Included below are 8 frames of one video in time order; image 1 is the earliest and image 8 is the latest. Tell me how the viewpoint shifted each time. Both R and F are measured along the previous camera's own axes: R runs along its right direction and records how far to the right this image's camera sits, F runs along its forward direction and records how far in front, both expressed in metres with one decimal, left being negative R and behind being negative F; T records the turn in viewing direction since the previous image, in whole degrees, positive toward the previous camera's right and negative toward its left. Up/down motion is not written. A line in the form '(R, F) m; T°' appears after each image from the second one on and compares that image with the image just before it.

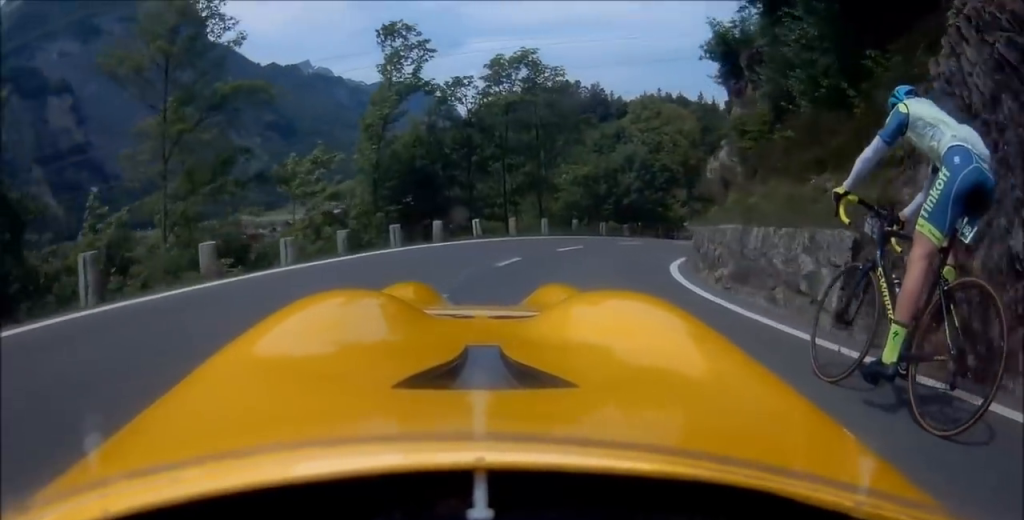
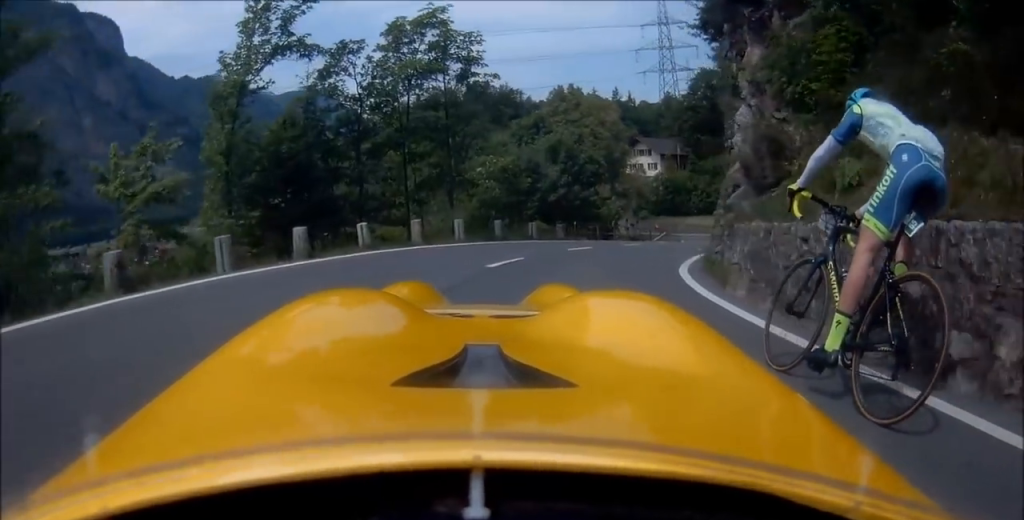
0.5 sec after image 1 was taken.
(0.0, +7.0) m; +4°
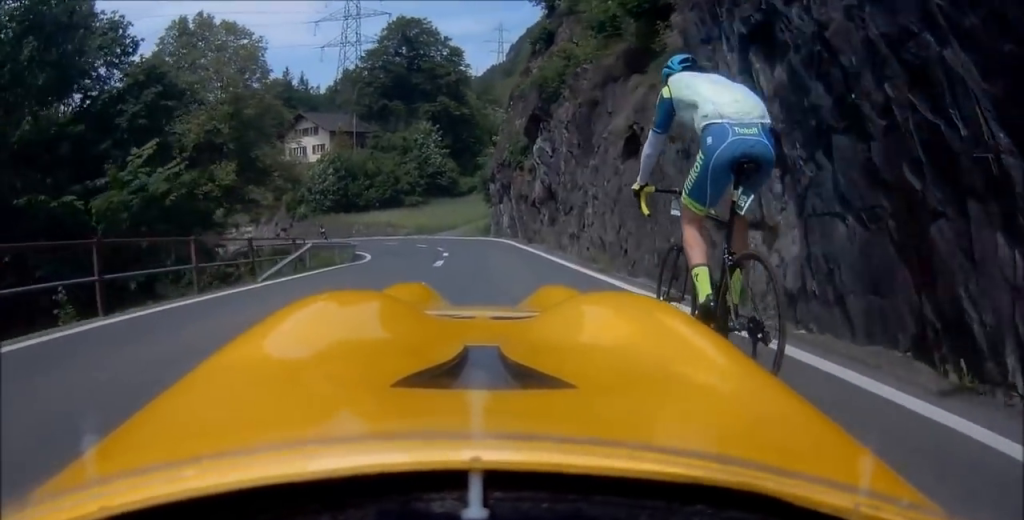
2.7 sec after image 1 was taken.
(+6.8, +30.1) m; +18°
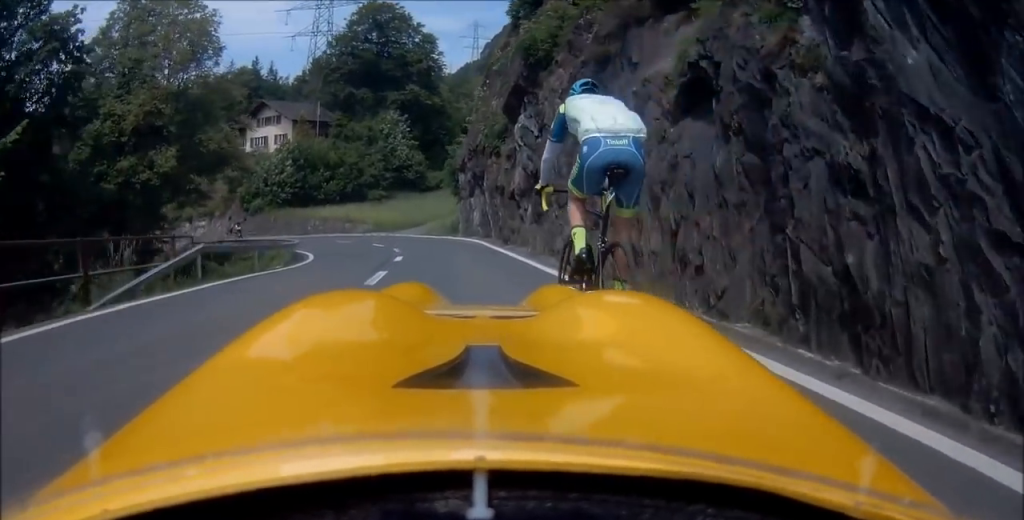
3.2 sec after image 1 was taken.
(+0.2, +5.6) m; -2°
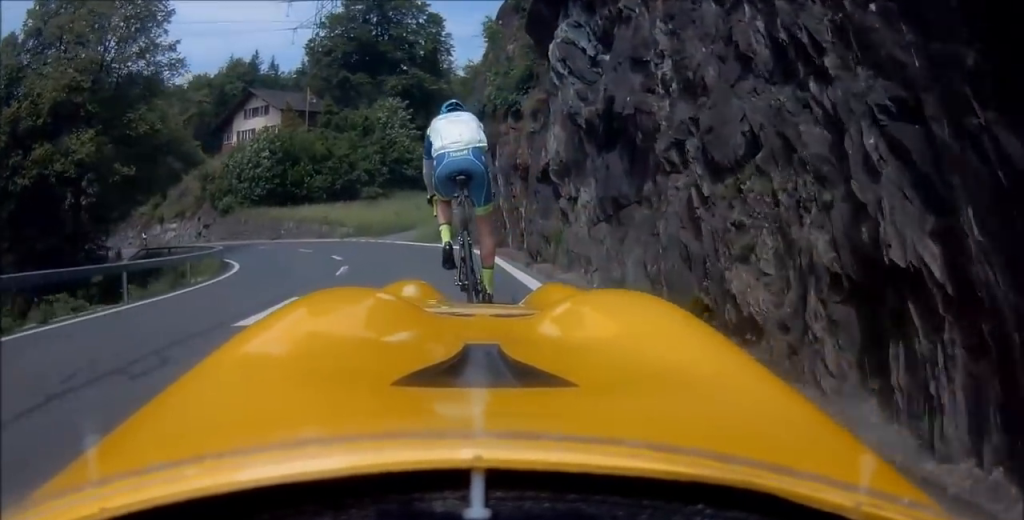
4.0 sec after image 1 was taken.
(-0.6, +10.3) m; -6°
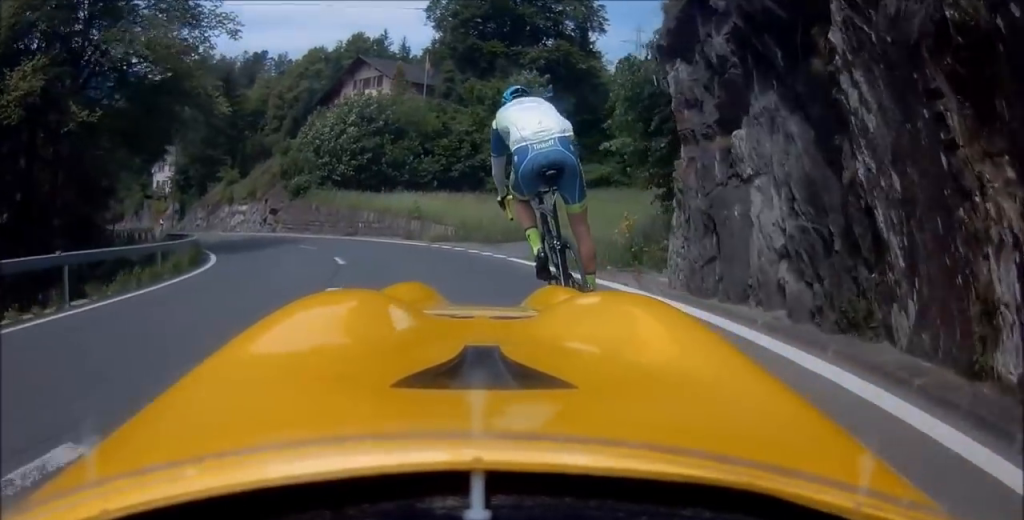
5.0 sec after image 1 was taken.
(-0.9, +12.2) m; -8°
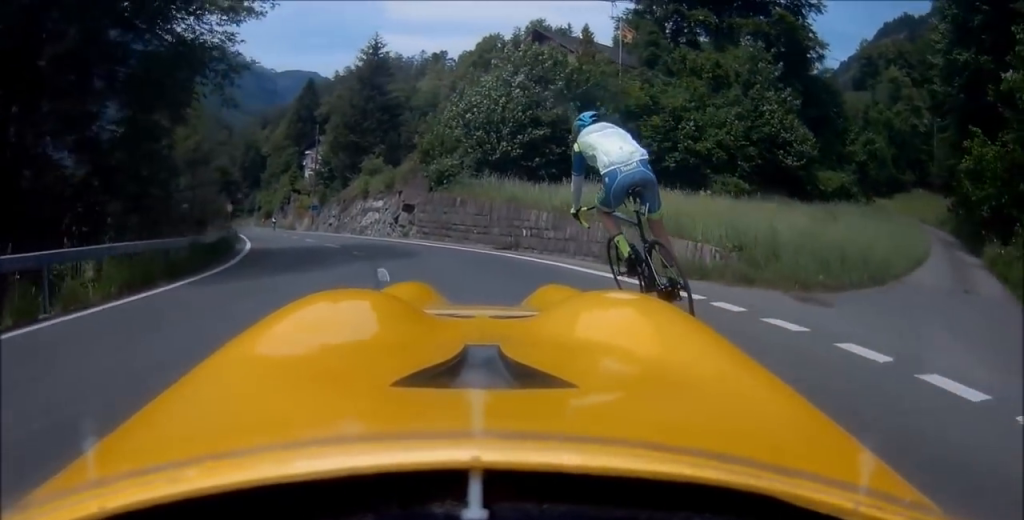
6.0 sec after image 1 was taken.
(-0.7, +12.3) m; -13°
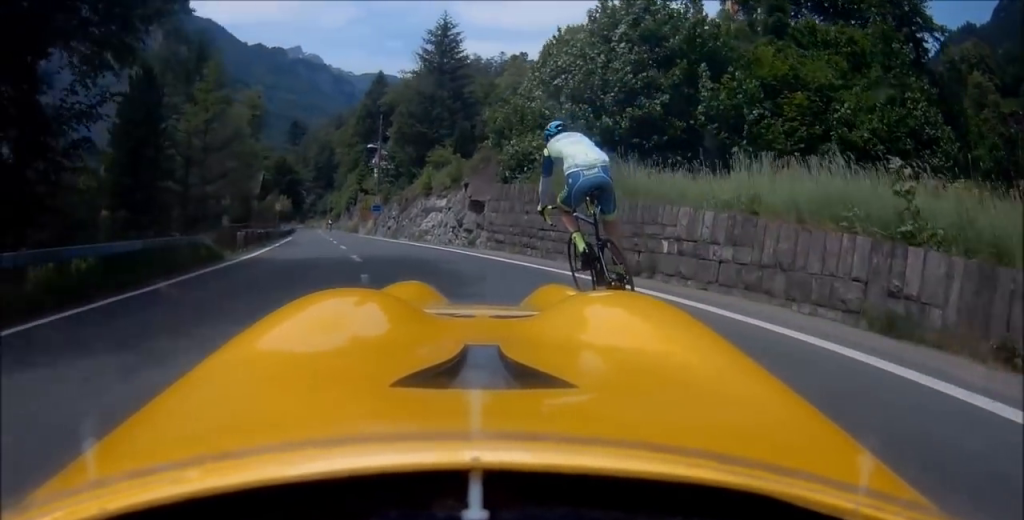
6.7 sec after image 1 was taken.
(-0.6, +7.4) m; -11°
